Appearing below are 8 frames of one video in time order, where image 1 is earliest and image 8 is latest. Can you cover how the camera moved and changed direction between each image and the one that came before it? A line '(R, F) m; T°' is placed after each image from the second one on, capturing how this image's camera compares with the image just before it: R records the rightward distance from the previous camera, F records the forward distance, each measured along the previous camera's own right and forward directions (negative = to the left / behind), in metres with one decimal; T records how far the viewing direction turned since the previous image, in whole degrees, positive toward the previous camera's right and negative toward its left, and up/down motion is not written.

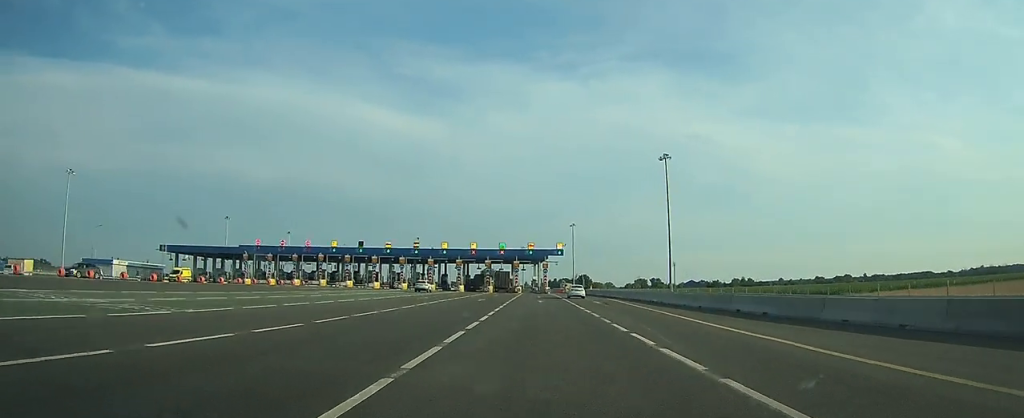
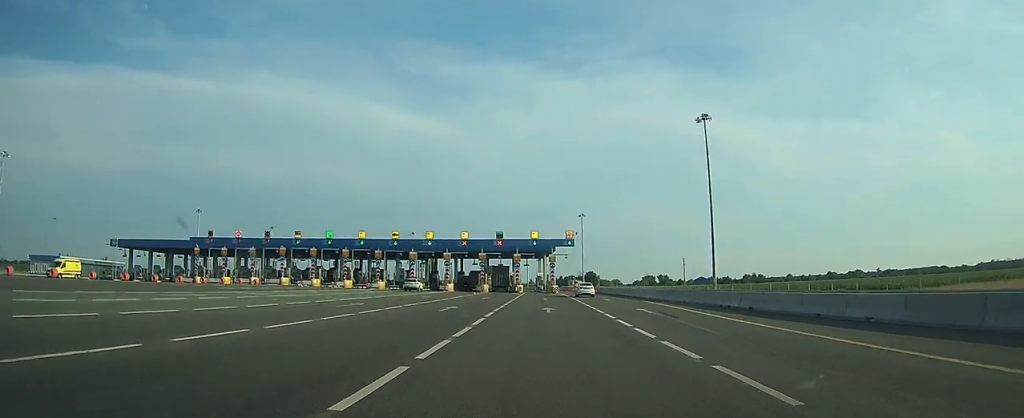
(0.0, +19.4) m; 0°
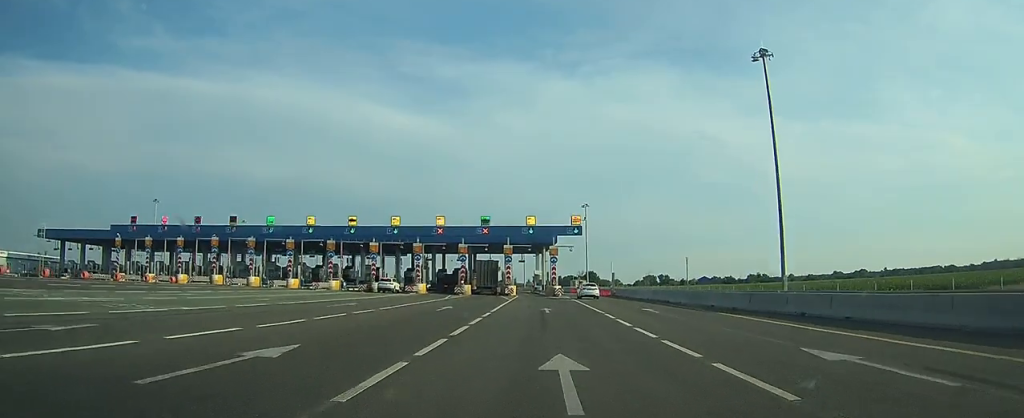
(0.0, +20.5) m; 0°
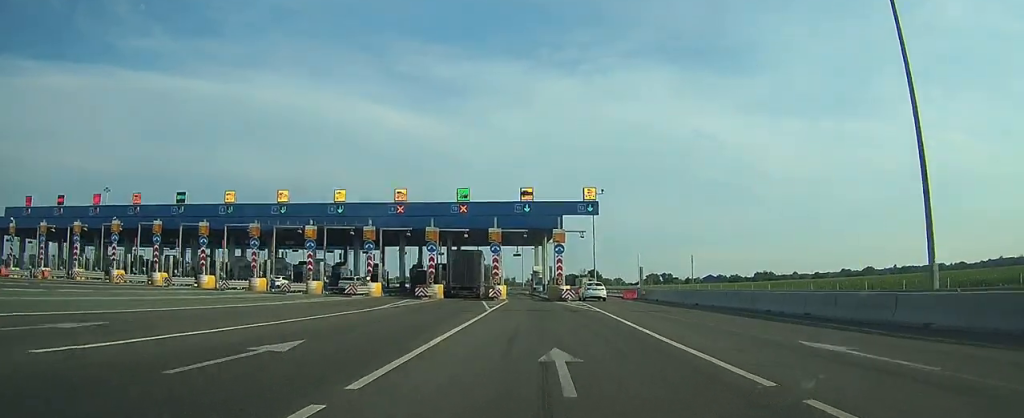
(0.0, +20.2) m; 0°
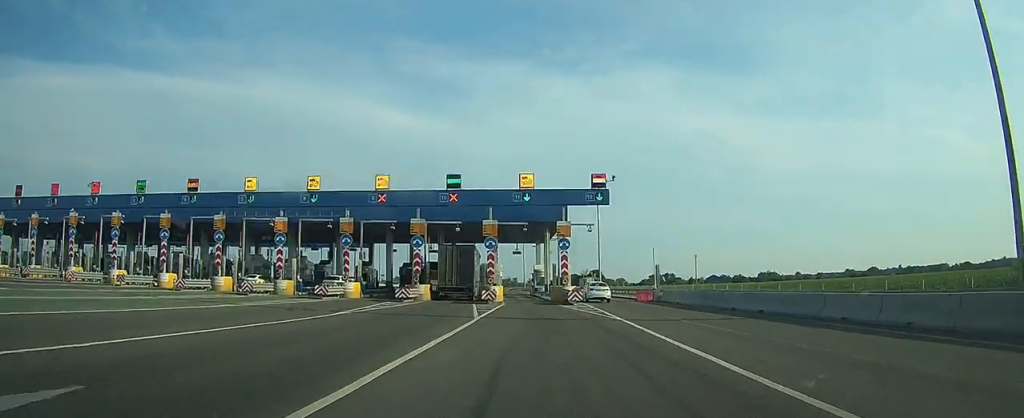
(0.0, +6.8) m; 0°
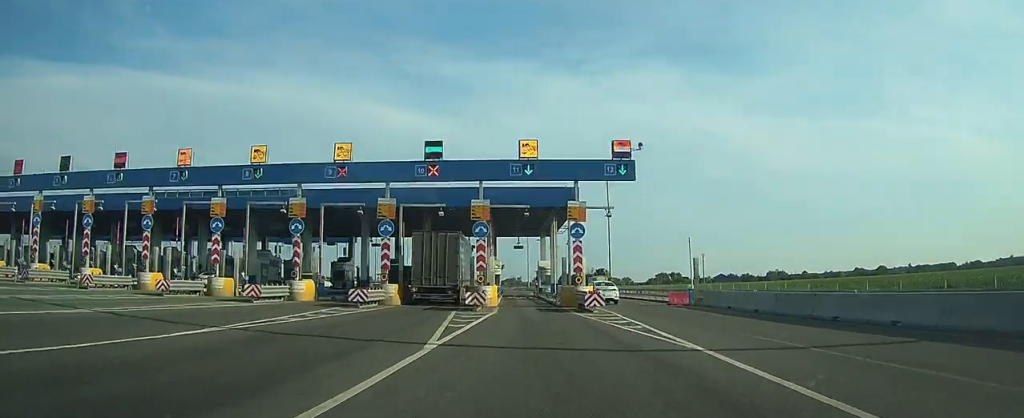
(0.0, +10.5) m; 0°
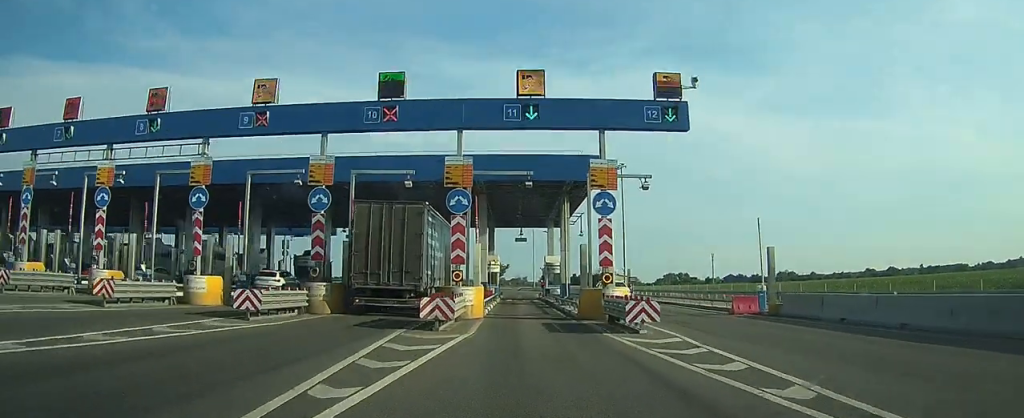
(0.0, +11.9) m; -1°
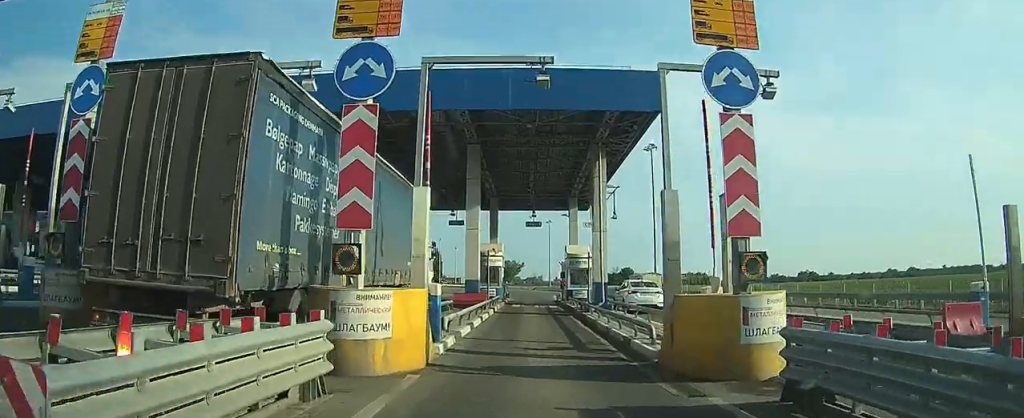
(-0.2, +16.0) m; -1°
